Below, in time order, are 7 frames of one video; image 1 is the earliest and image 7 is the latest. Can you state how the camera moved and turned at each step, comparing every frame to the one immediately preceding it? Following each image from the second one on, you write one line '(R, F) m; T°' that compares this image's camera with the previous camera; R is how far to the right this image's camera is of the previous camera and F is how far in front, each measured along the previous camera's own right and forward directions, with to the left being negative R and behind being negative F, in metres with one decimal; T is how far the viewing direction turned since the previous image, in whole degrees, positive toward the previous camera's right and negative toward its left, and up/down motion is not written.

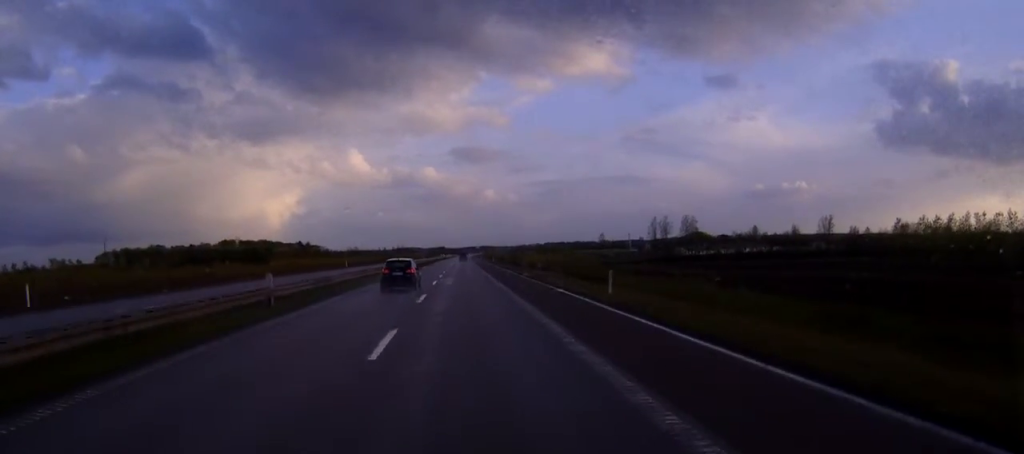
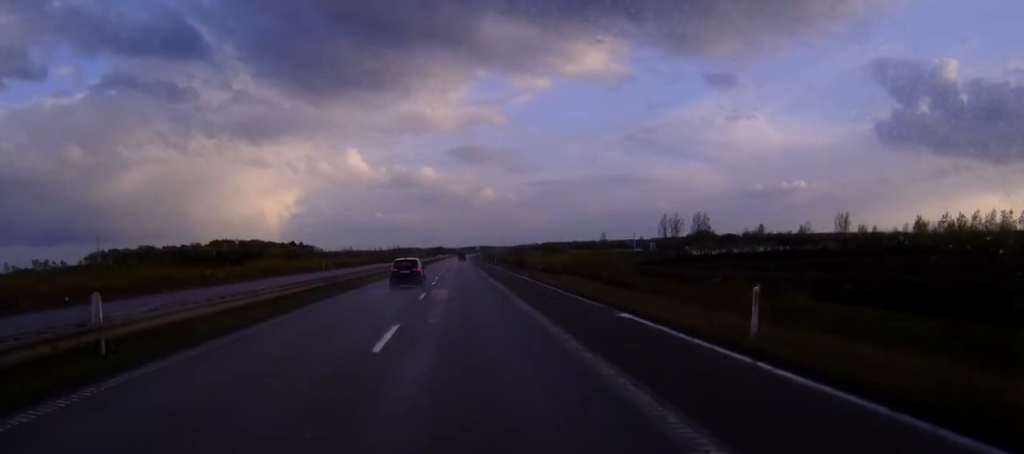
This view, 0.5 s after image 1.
(0.0, +14.1) m; 0°
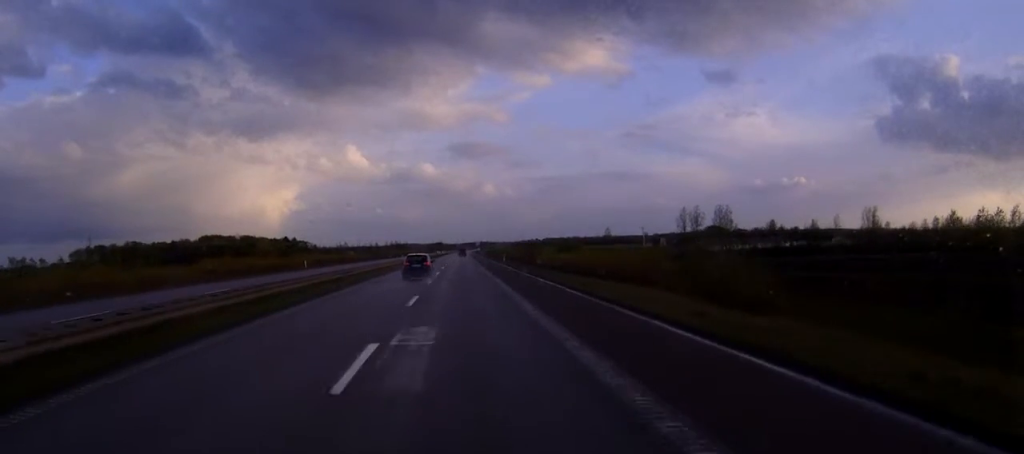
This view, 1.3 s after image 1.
(0.0, +19.5) m; 0°
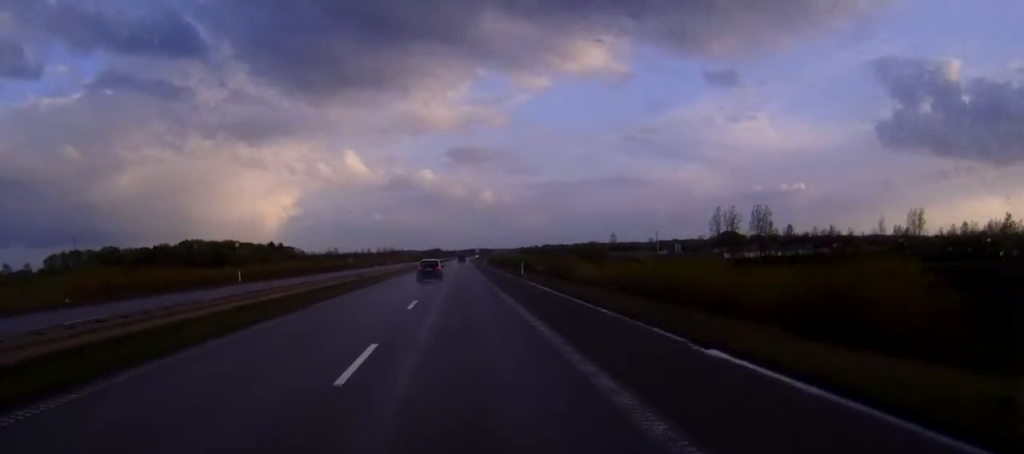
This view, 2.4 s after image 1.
(0.0, +29.0) m; 0°
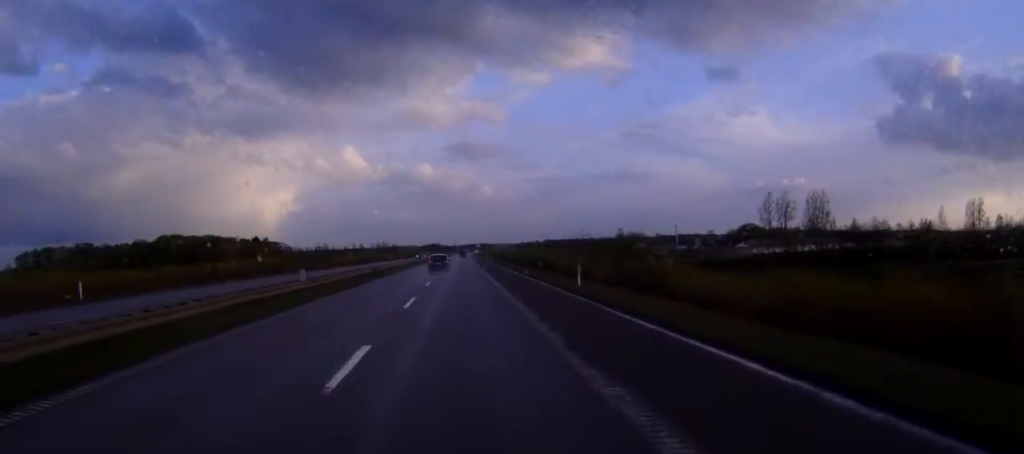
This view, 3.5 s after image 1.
(+0.1, +30.8) m; 0°
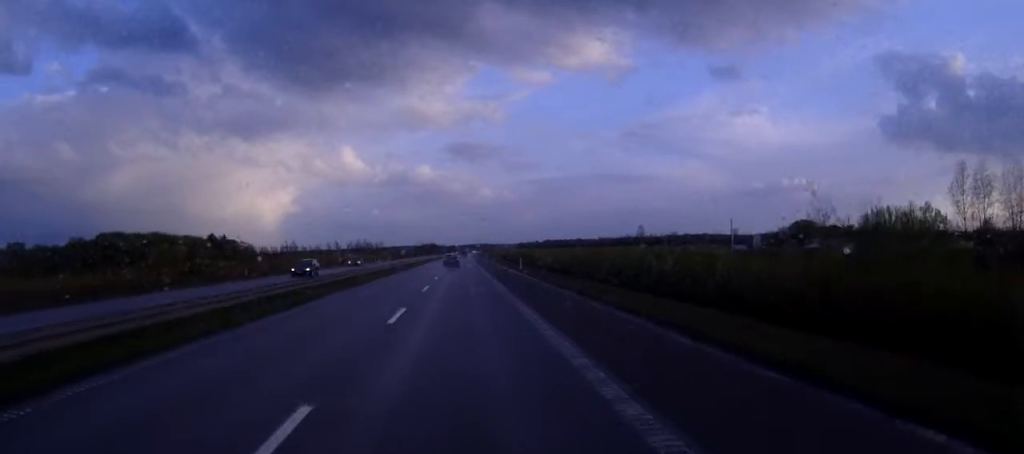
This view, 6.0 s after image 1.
(+0.1, +66.0) m; 0°
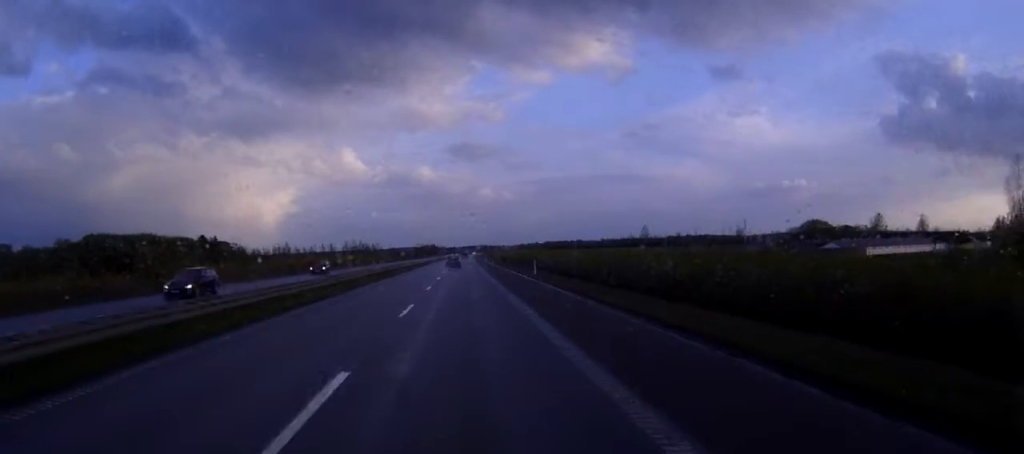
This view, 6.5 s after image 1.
(0.0, +12.3) m; 0°
